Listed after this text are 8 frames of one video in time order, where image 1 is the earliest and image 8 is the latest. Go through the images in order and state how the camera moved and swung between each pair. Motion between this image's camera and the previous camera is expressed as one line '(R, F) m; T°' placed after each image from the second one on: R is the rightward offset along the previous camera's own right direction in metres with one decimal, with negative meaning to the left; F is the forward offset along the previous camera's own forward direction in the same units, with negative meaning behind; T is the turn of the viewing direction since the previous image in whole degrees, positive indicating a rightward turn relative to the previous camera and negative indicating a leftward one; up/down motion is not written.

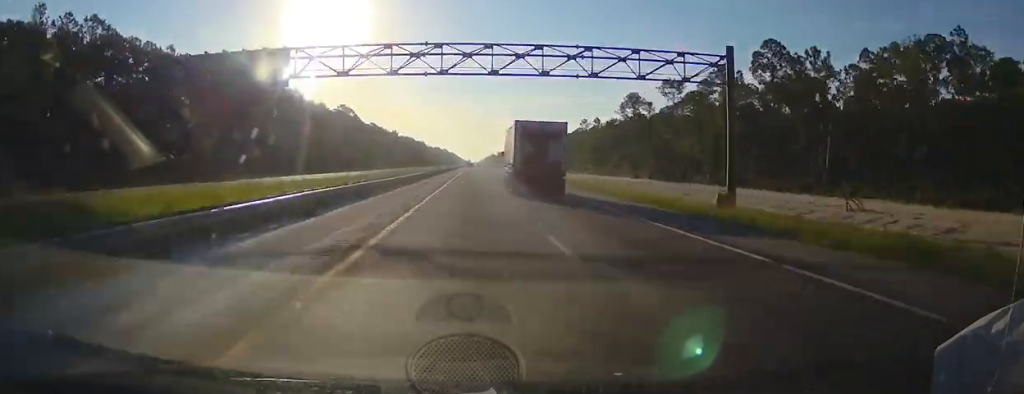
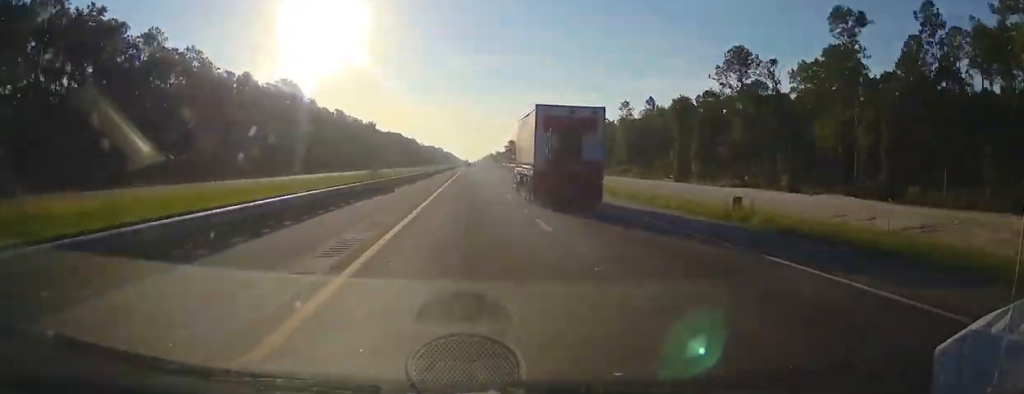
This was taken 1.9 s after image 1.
(0.0, +61.3) m; 0°
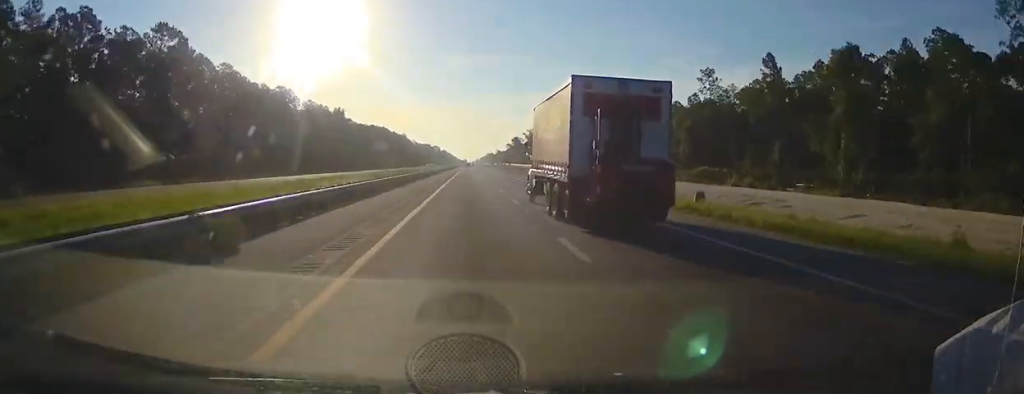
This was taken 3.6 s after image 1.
(+0.1, +57.0) m; 0°
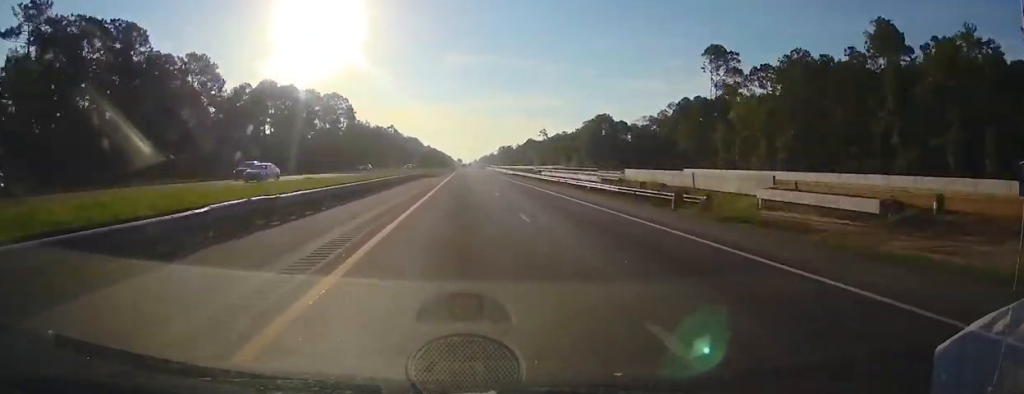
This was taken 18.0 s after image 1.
(+0.7, +473.6) m; +1°
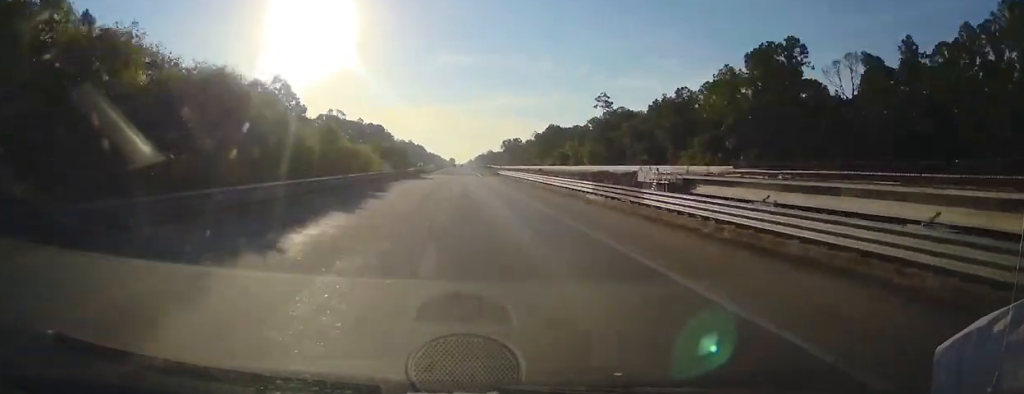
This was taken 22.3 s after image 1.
(+1.1, +141.0) m; 0°
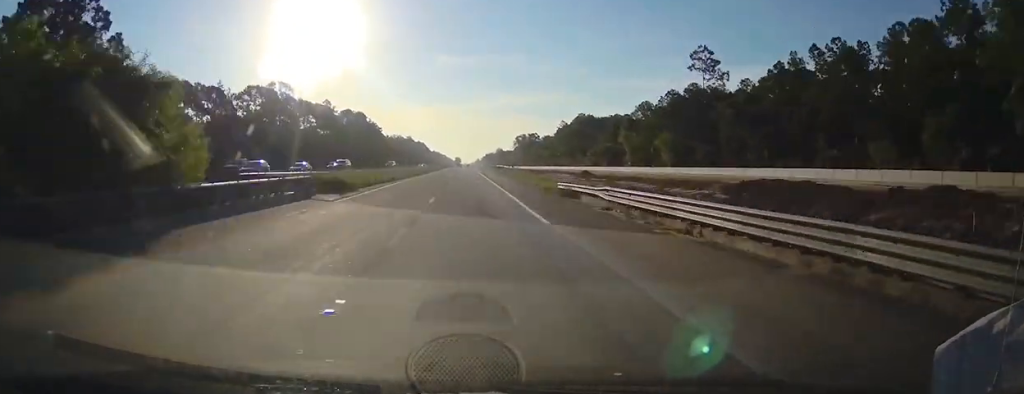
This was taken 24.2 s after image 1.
(-0.7, +61.8) m; 0°
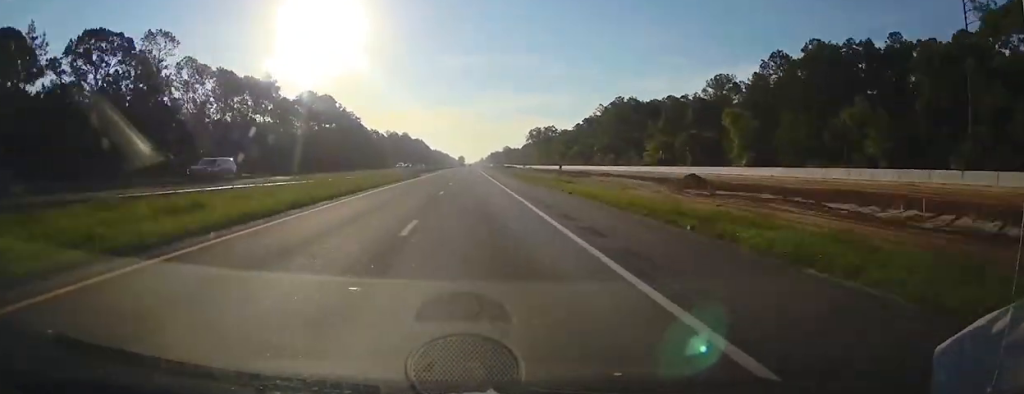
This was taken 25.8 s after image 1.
(-0.5, +53.0) m; 0°
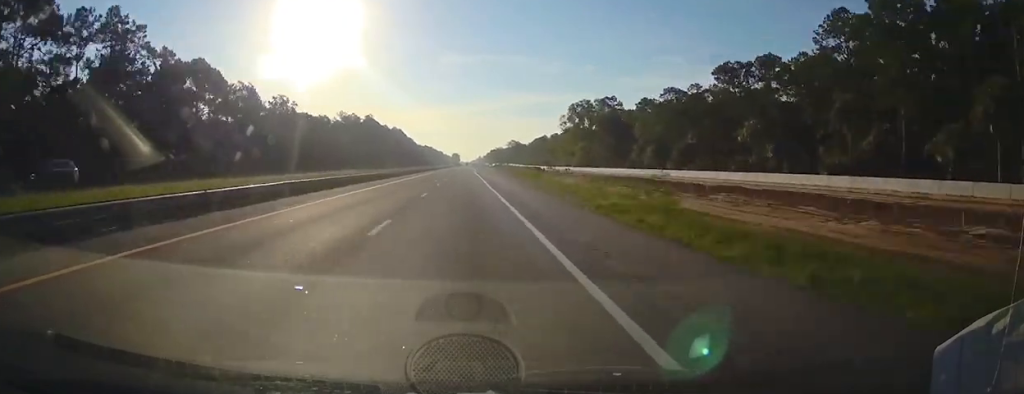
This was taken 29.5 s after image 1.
(+0.1, +123.4) m; 0°
